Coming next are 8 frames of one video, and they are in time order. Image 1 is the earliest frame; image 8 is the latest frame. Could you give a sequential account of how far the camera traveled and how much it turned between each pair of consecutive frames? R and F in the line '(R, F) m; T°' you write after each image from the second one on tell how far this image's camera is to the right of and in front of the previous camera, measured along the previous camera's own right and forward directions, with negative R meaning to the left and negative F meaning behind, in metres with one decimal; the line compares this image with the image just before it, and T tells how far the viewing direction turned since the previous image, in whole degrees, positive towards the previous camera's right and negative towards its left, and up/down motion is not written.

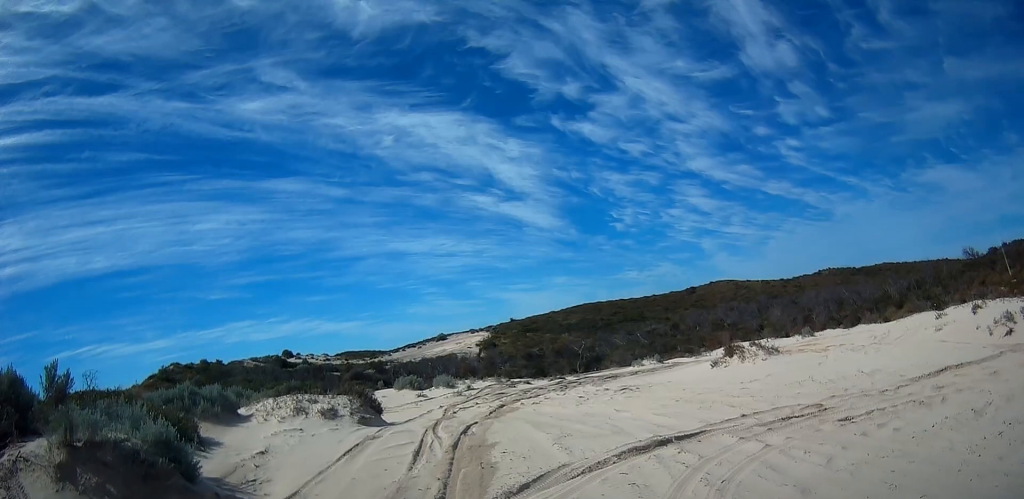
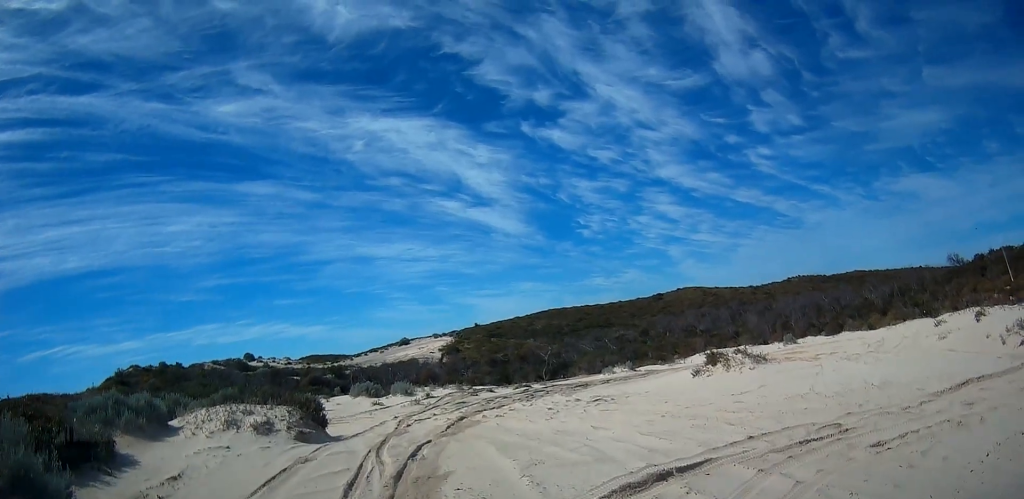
(-0.8, +2.1) m; 0°
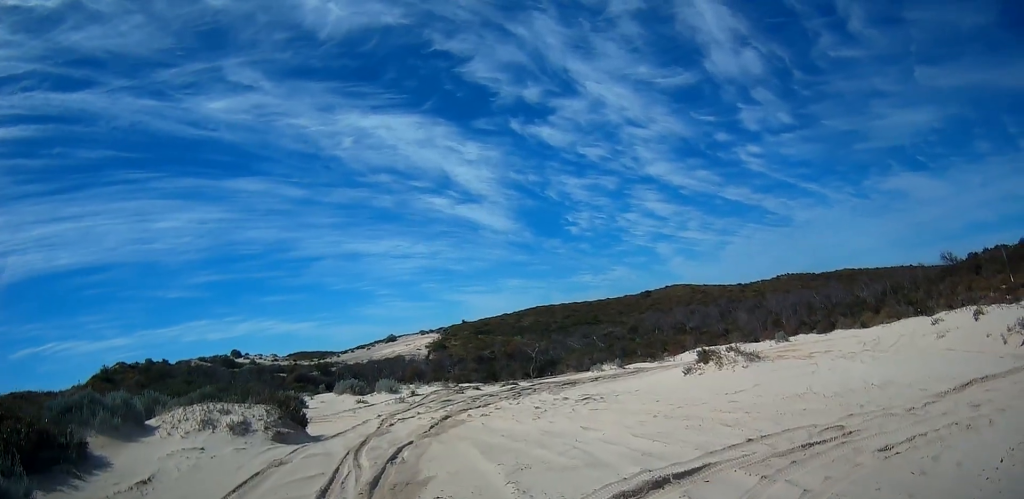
(0.0, +0.5) m; 0°
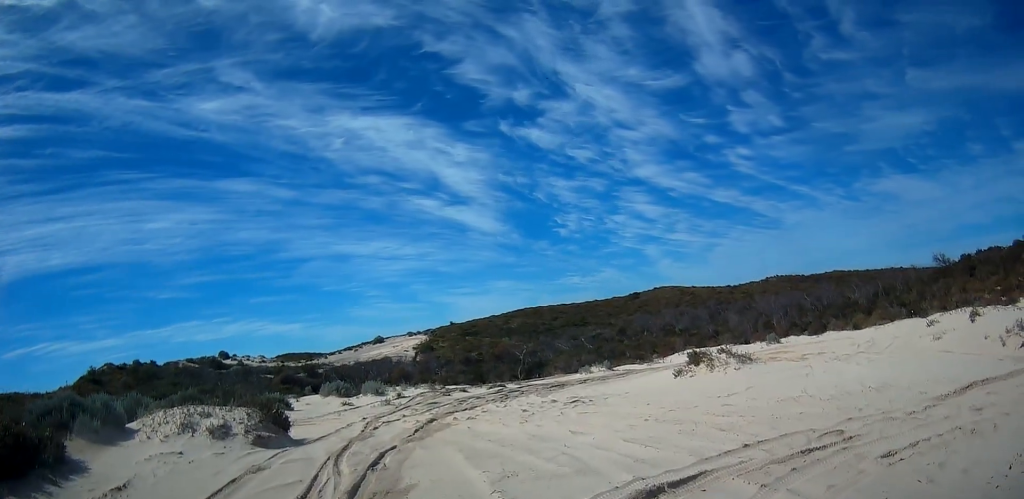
(0.0, +0.4) m; 0°
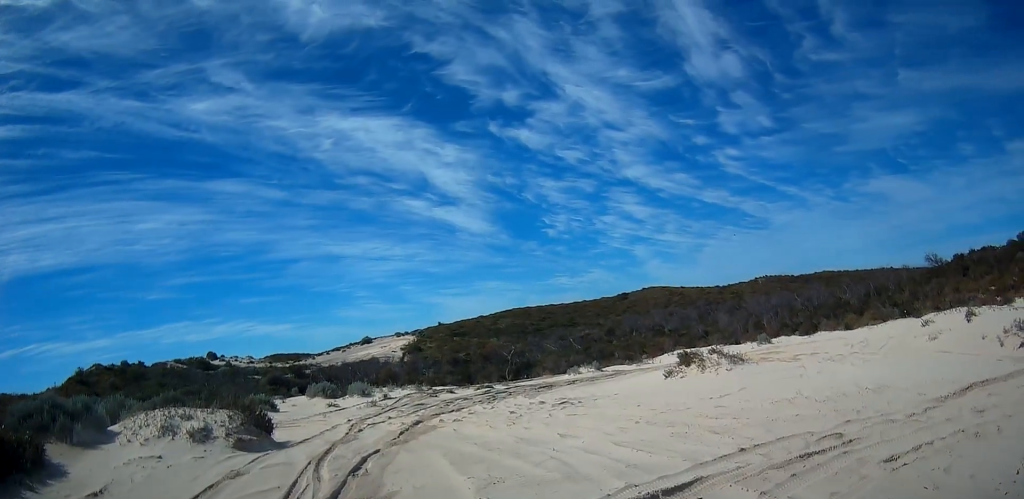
(0.0, +0.4) m; 0°
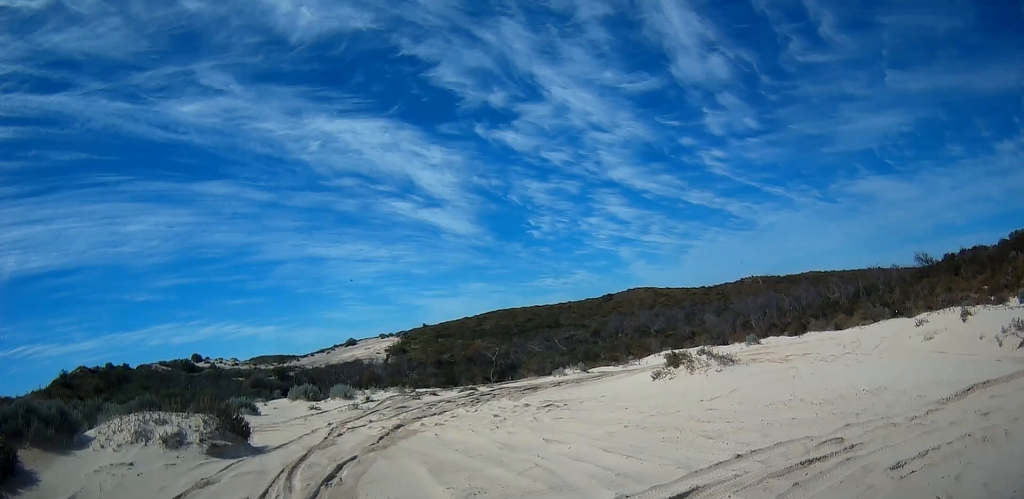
(+0.1, +1.0) m; 0°
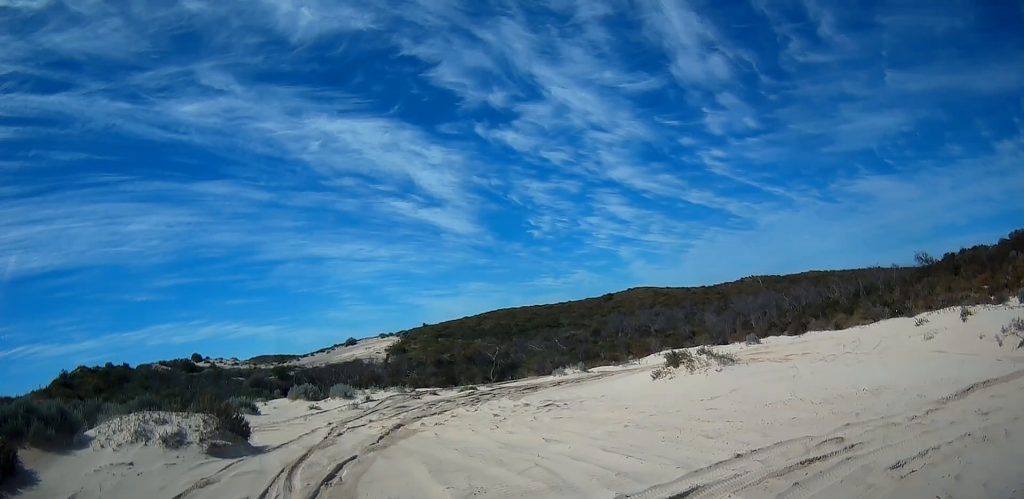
(0.0, +0.1) m; 0°
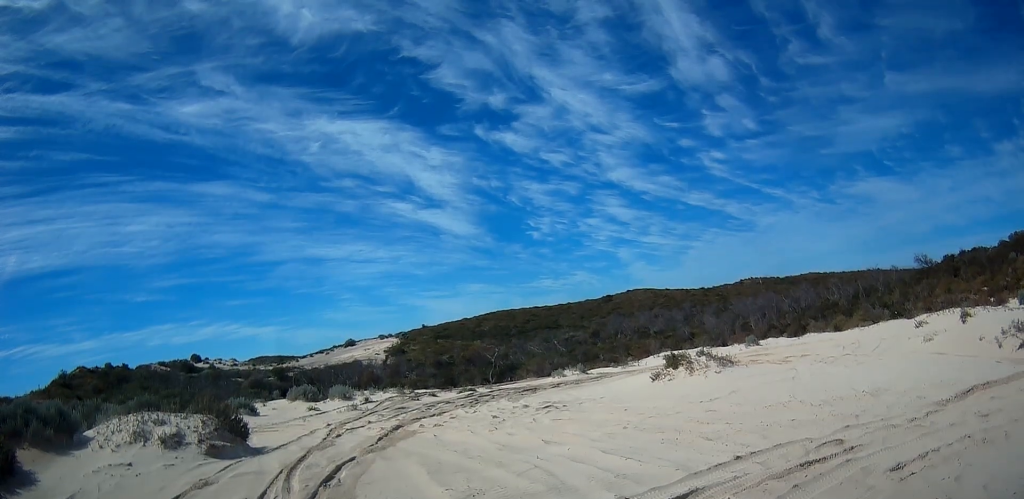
(0.0, +0.1) m; 0°
